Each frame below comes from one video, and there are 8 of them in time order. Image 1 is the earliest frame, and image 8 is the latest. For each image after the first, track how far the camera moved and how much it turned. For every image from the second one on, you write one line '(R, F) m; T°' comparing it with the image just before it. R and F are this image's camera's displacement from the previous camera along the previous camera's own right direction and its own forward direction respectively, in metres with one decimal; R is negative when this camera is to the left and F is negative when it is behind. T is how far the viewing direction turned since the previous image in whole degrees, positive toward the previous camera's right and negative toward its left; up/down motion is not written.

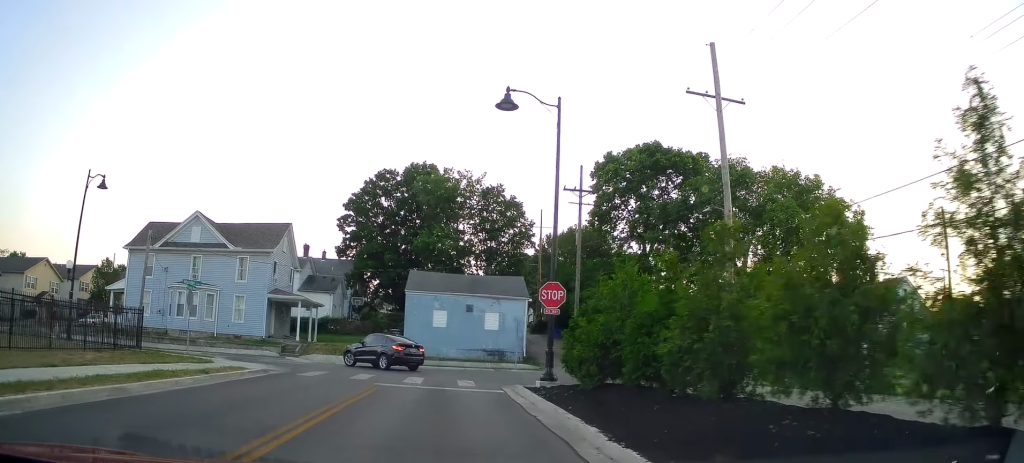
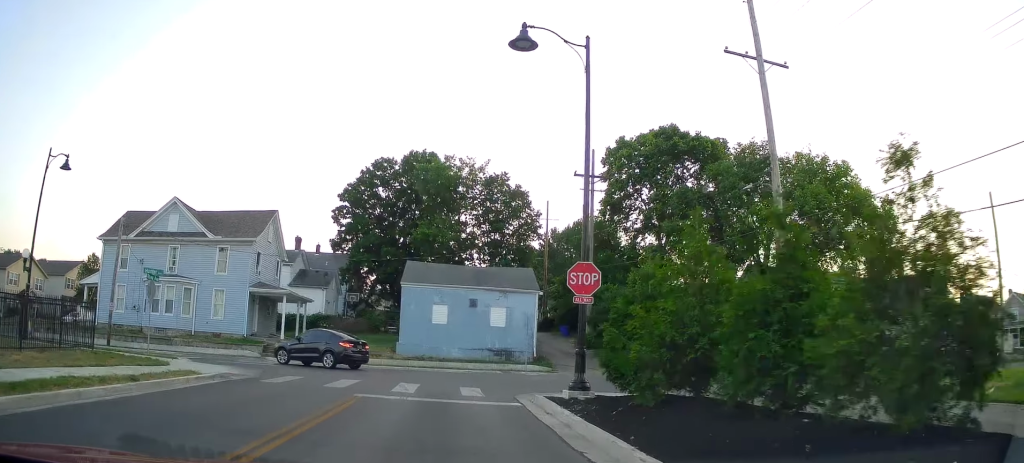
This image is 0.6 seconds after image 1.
(-0.1, +4.2) m; +3°
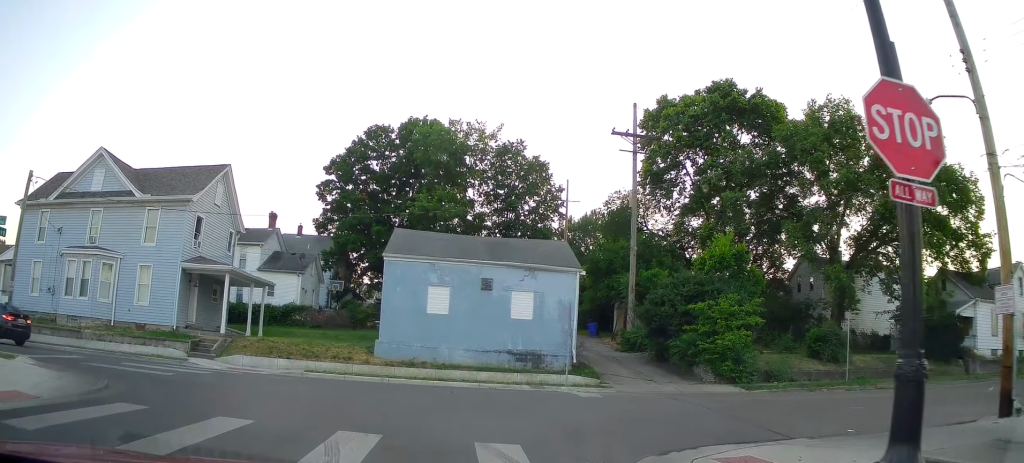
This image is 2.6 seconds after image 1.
(+0.3, +11.0) m; -4°
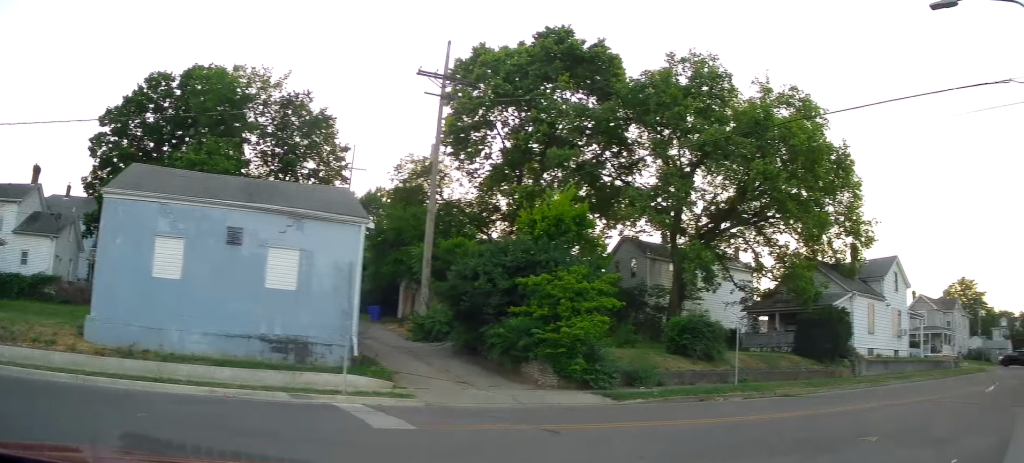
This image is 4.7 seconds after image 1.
(+0.5, +8.1) m; +19°
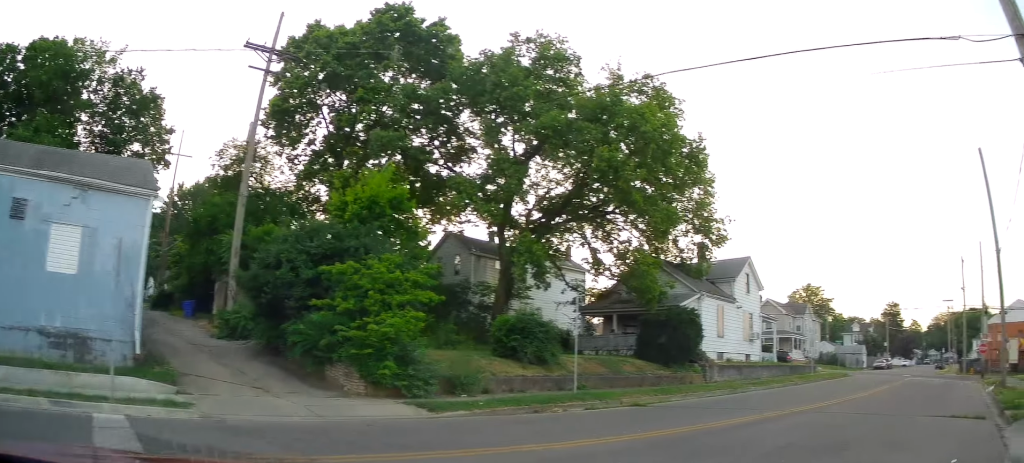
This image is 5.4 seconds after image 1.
(+0.4, +2.7) m; +13°
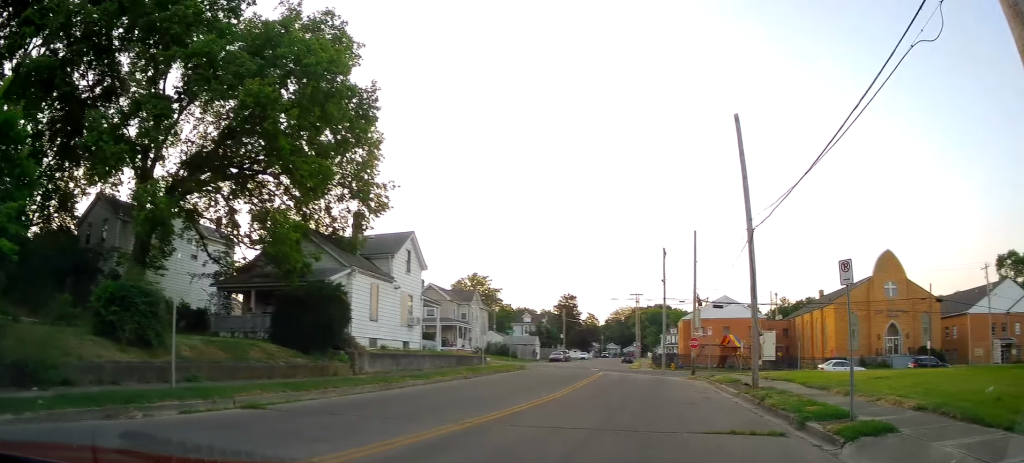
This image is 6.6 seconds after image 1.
(+0.8, +4.9) m; +26°
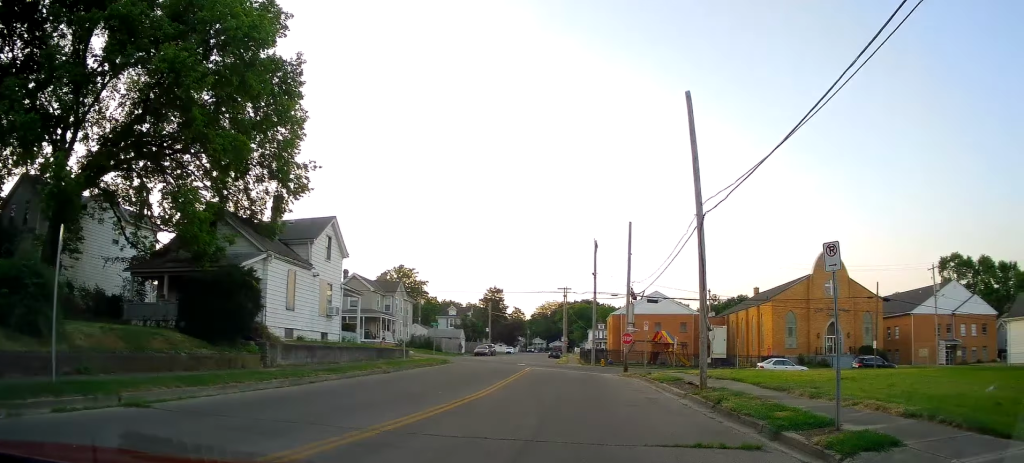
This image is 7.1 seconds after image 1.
(+0.4, +1.7) m; +10°
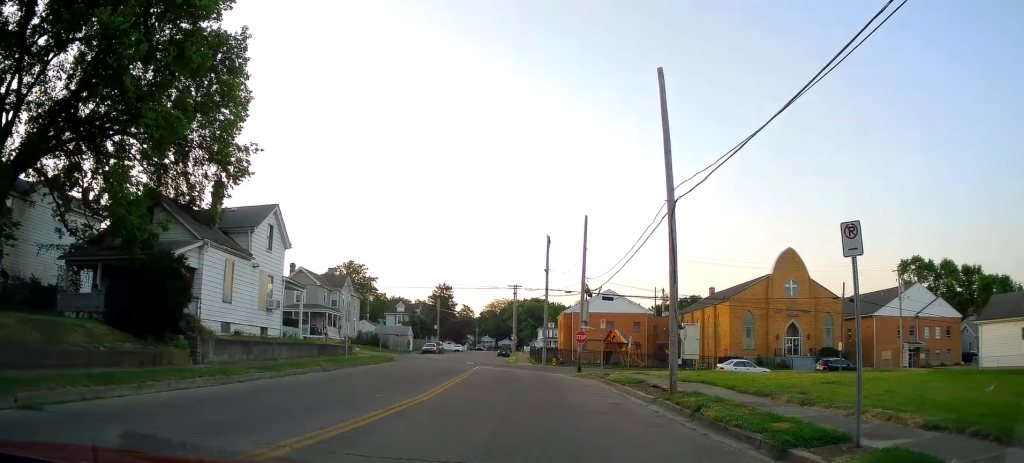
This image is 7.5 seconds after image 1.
(+0.1, +1.7) m; +9°
